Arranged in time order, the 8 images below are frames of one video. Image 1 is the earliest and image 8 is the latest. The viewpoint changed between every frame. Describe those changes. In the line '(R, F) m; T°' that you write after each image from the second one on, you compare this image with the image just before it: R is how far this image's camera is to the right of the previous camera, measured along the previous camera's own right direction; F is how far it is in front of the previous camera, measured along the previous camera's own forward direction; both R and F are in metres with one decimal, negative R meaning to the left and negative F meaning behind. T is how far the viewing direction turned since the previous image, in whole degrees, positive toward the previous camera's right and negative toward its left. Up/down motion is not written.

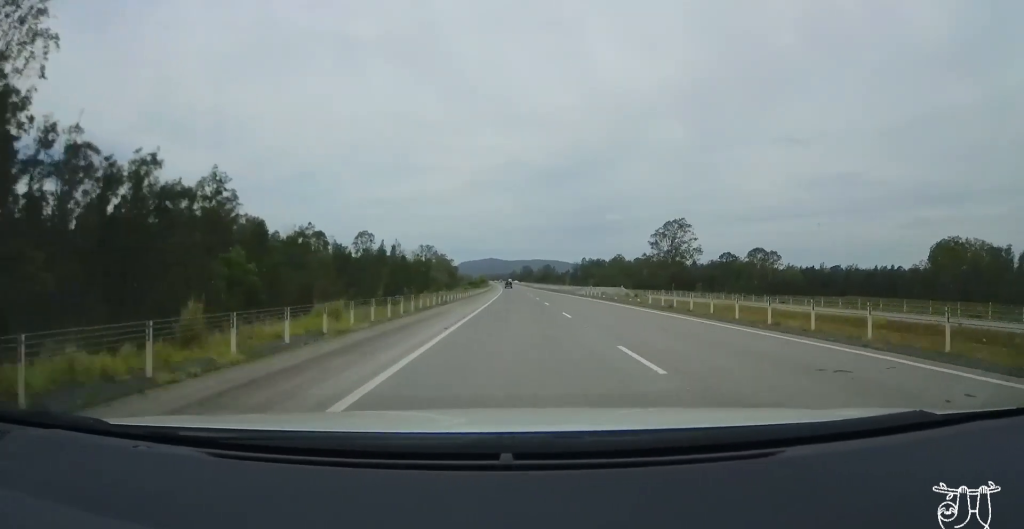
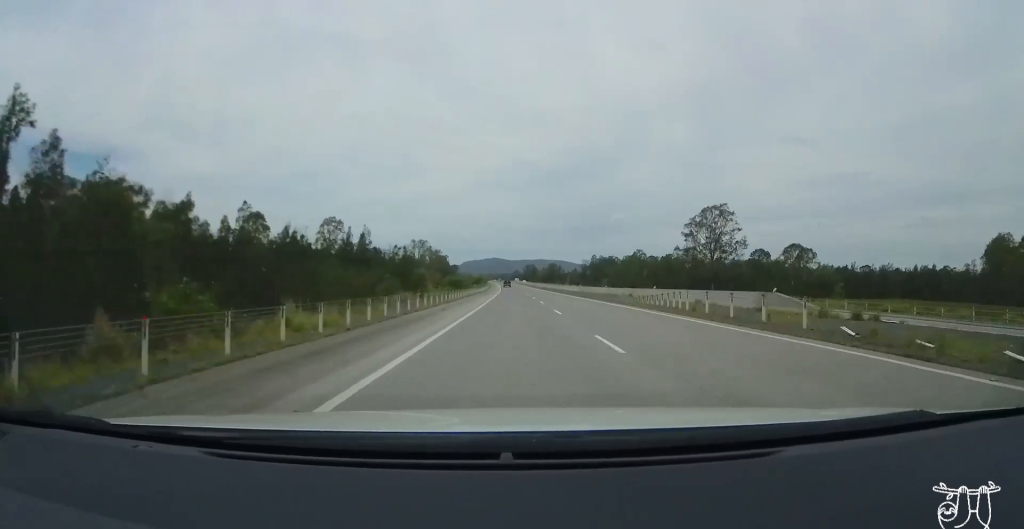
(+0.1, +33.6) m; 0°
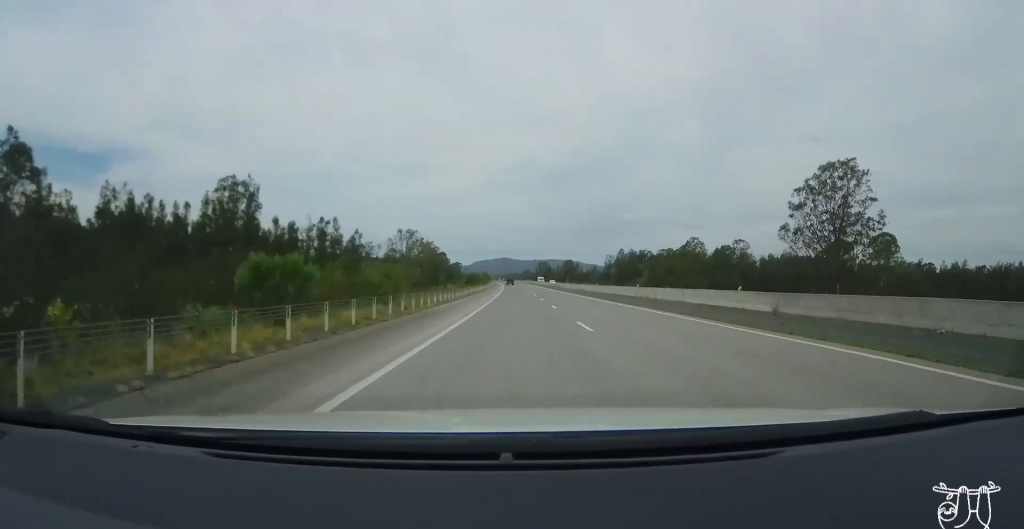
(-0.8, +56.1) m; -1°
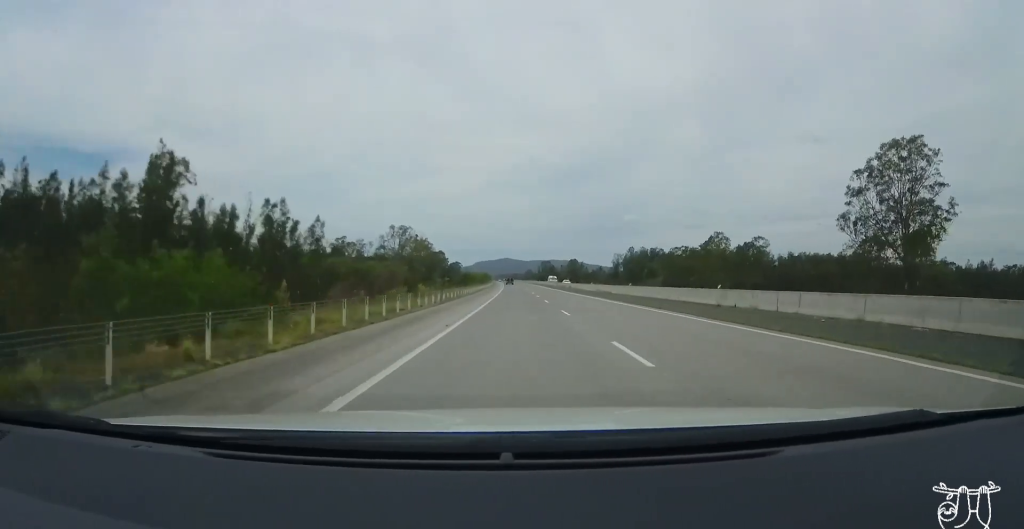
(0.0, +17.9) m; 0°
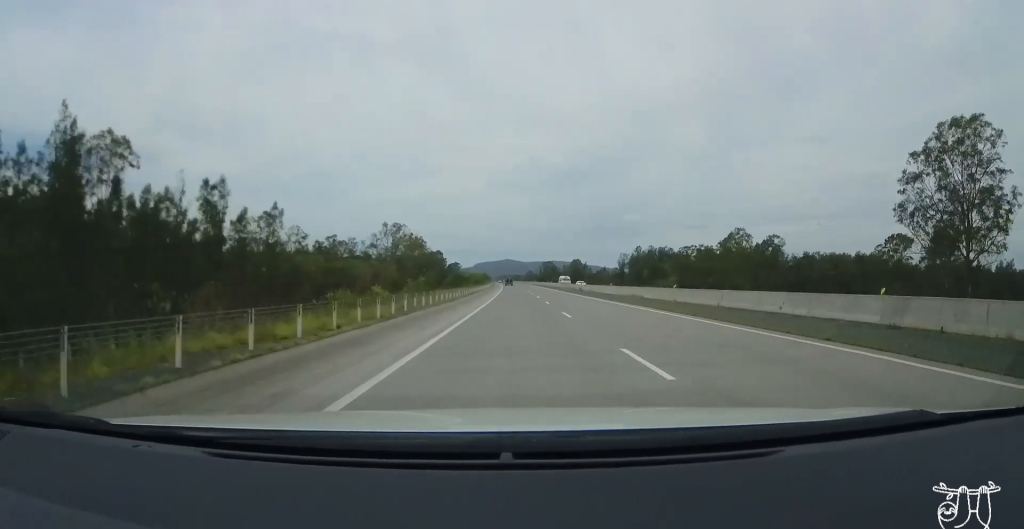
(+0.1, +13.2) m; 0°
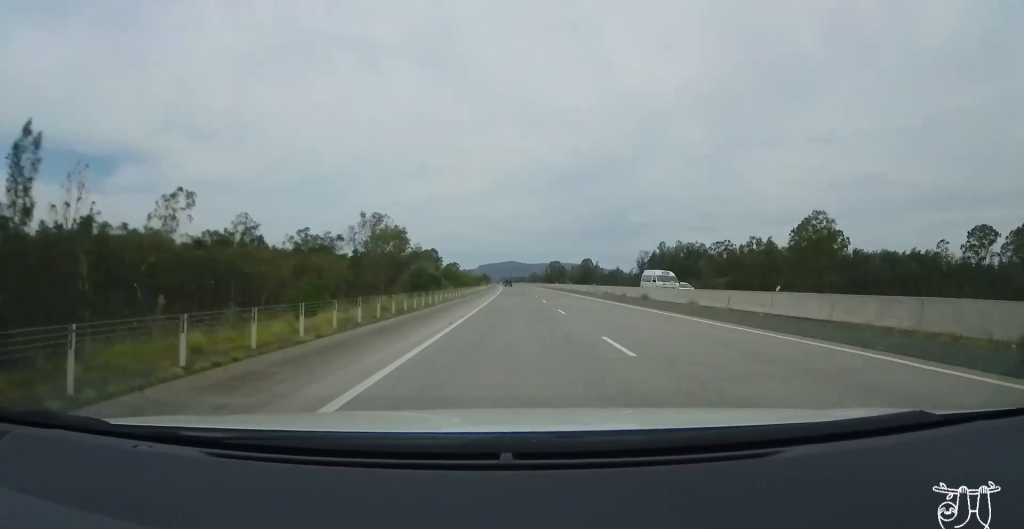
(-0.3, +33.6) m; 0°
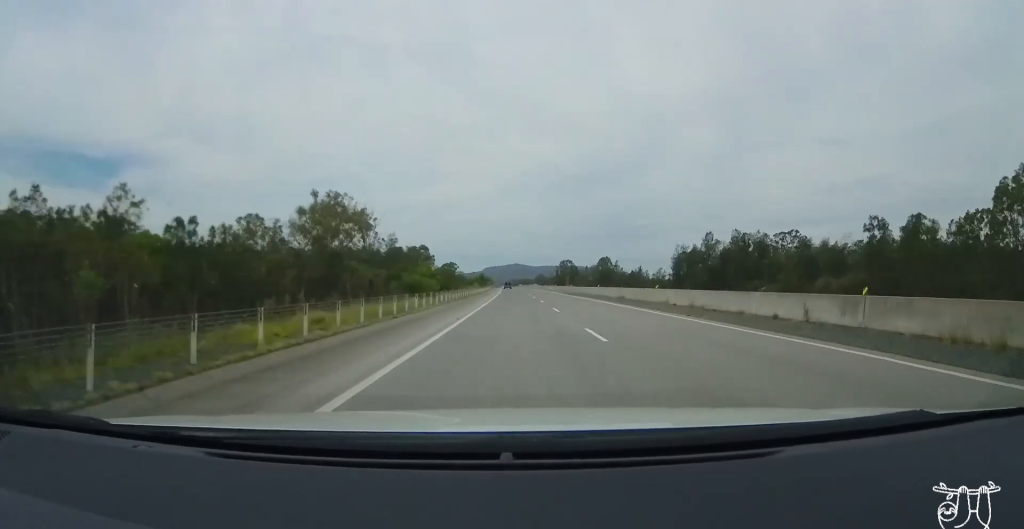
(+0.2, +46.7) m; 0°
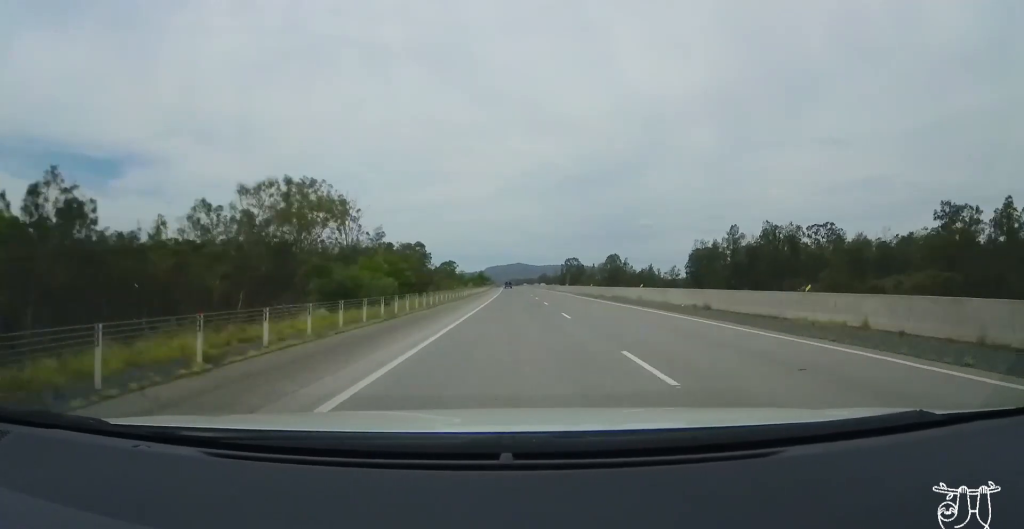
(-0.3, +16.7) m; -1°
